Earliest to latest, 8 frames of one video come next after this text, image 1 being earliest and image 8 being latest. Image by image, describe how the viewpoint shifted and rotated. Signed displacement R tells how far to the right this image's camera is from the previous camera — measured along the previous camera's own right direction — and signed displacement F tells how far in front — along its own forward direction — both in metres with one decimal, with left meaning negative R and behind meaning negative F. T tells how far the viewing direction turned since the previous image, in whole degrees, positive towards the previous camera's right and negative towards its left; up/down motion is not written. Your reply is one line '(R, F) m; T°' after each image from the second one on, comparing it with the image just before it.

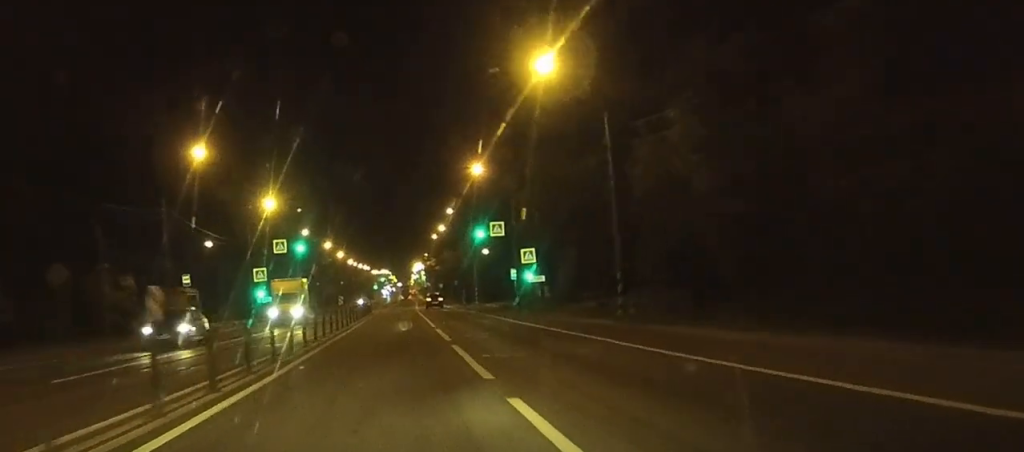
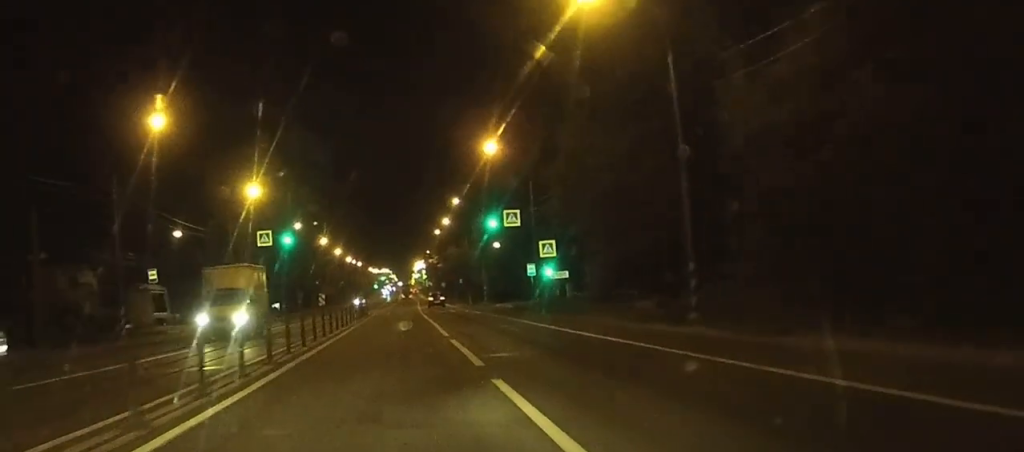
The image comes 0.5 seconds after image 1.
(0.0, +9.9) m; 0°
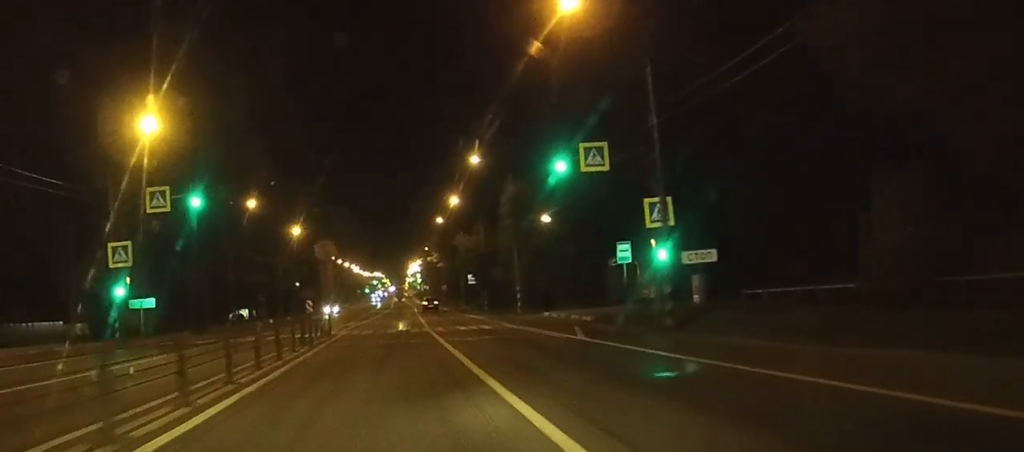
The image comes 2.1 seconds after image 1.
(0.0, +30.8) m; 0°
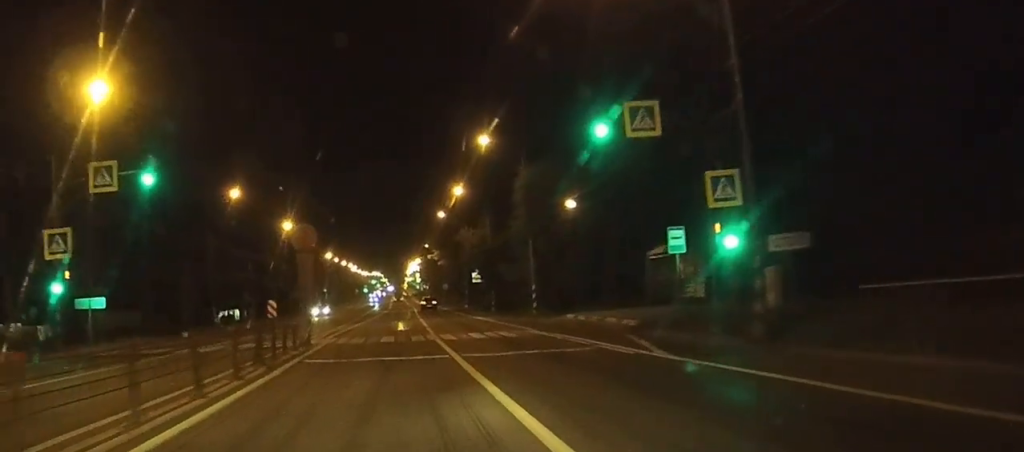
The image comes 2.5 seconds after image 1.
(0.0, +7.8) m; 0°
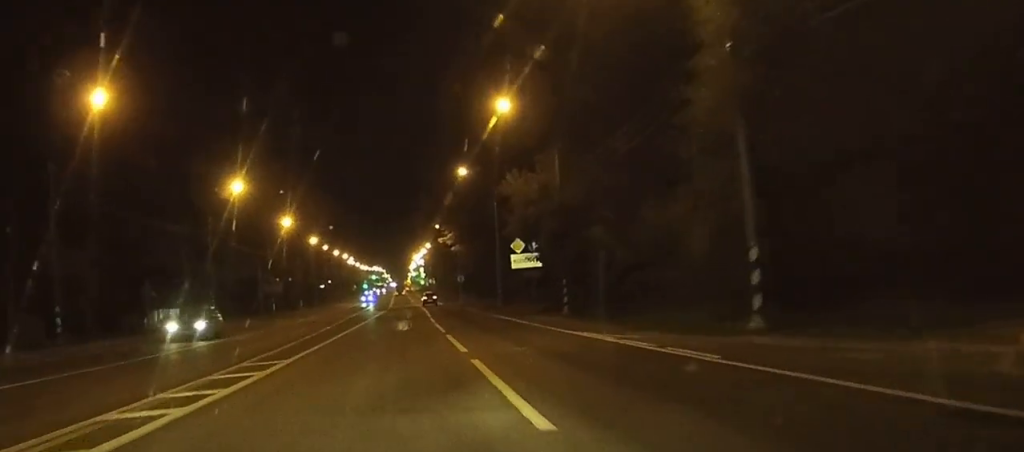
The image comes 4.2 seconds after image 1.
(+0.2, +34.5) m; 0°
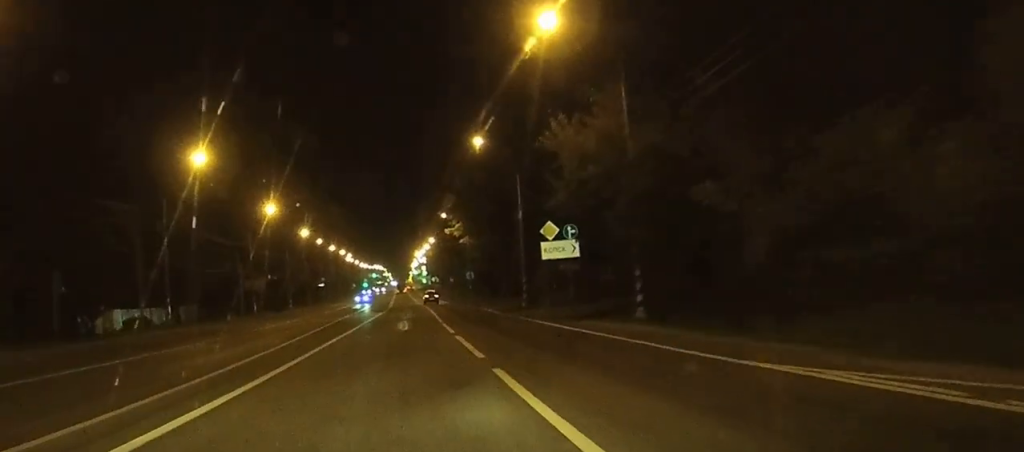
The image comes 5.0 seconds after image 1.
(0.0, +14.4) m; 0°
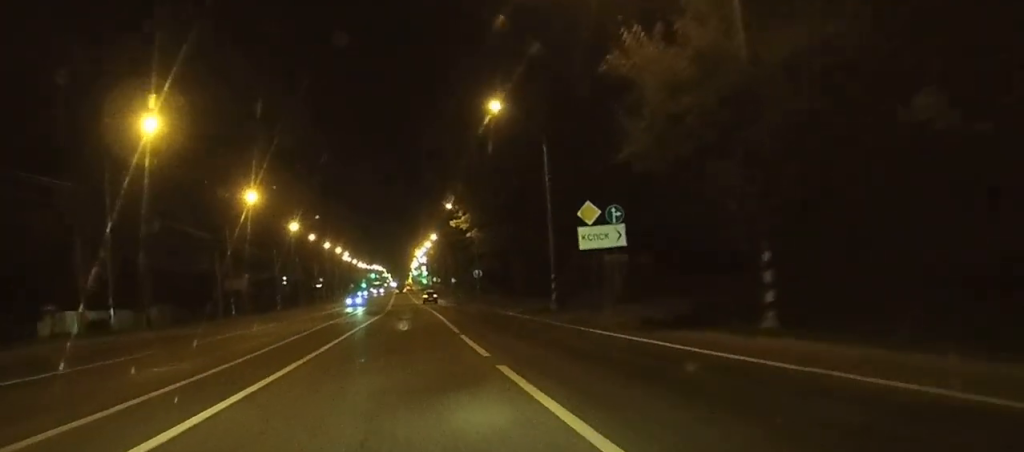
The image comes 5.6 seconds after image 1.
(0.0, +11.8) m; 0°
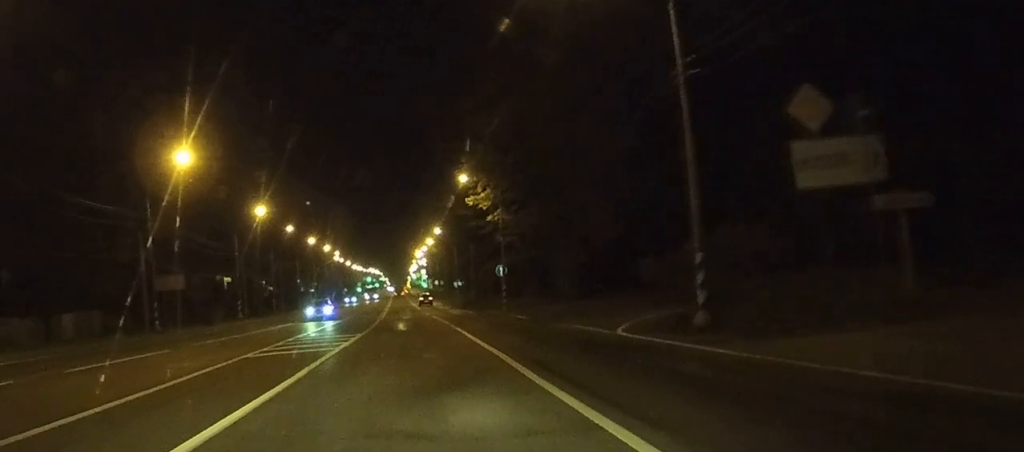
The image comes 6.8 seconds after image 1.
(0.0, +24.9) m; 0°
